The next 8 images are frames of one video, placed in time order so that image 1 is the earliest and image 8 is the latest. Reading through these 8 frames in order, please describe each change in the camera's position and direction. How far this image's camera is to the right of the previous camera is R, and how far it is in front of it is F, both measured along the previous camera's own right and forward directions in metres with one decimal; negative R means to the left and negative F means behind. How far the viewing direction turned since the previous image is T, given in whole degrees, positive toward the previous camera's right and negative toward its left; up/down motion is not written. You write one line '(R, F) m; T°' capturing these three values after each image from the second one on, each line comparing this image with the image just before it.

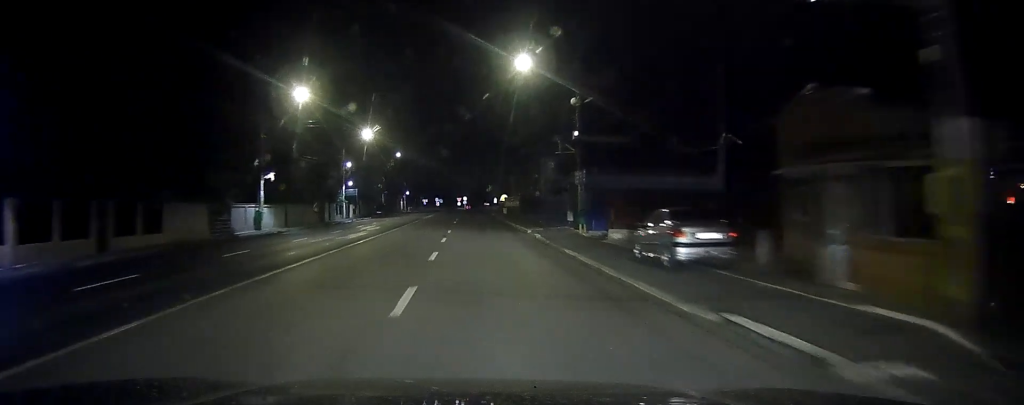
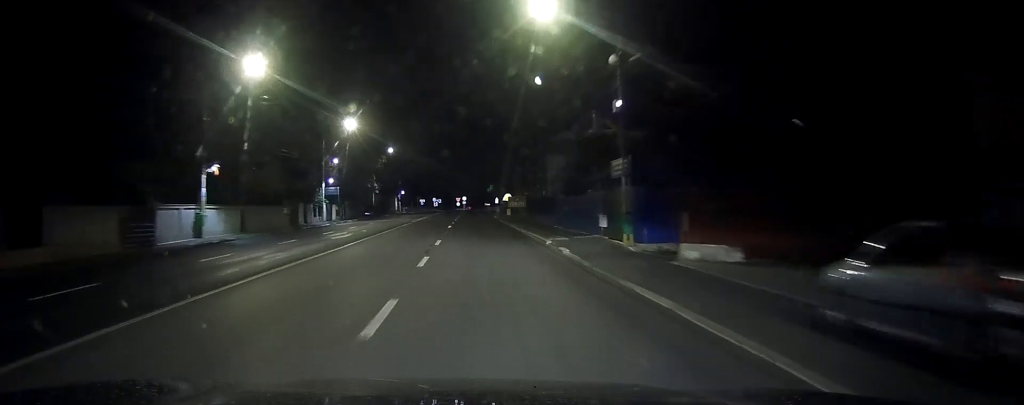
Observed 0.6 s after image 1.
(+0.1, +10.5) m; 0°
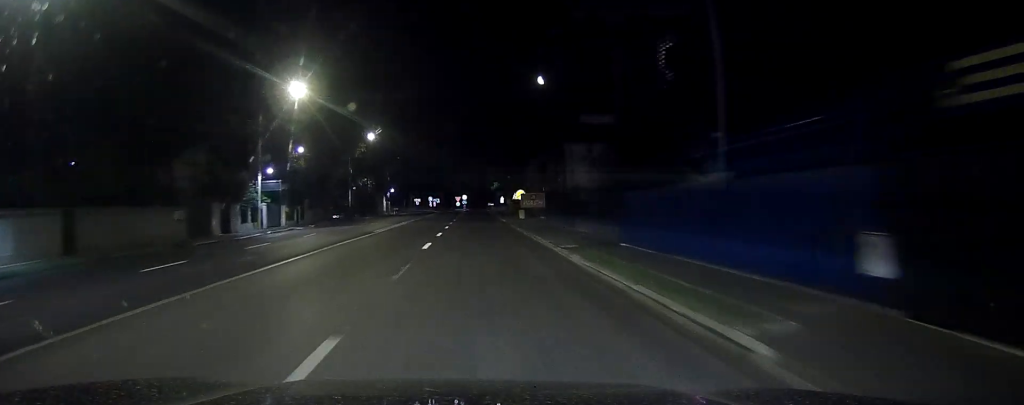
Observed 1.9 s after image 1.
(-0.1, +20.9) m; 0°
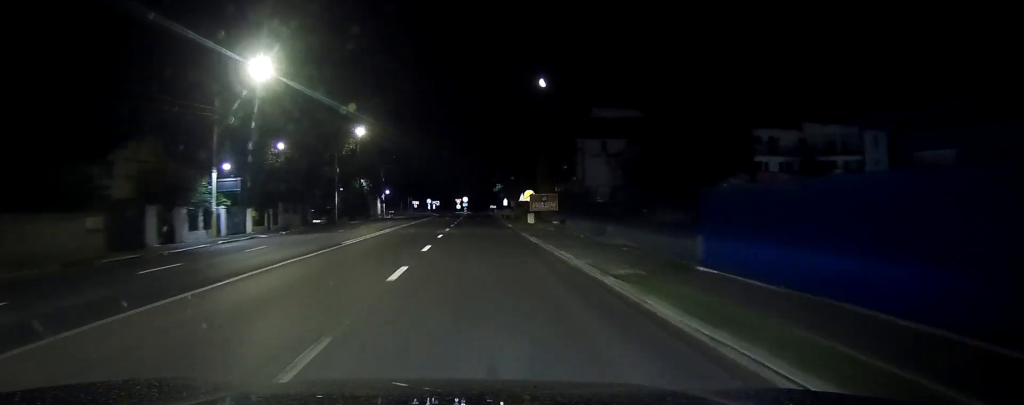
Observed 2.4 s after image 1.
(0.0, +8.8) m; 0°
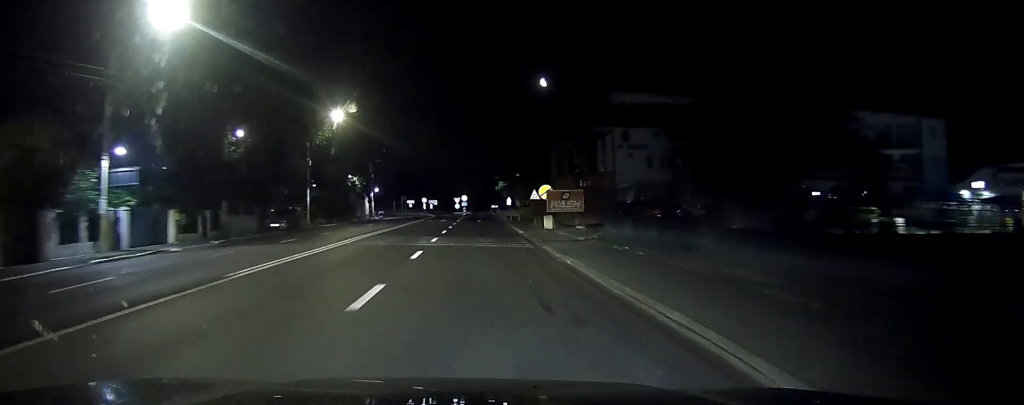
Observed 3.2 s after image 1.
(+0.1, +12.7) m; 0°
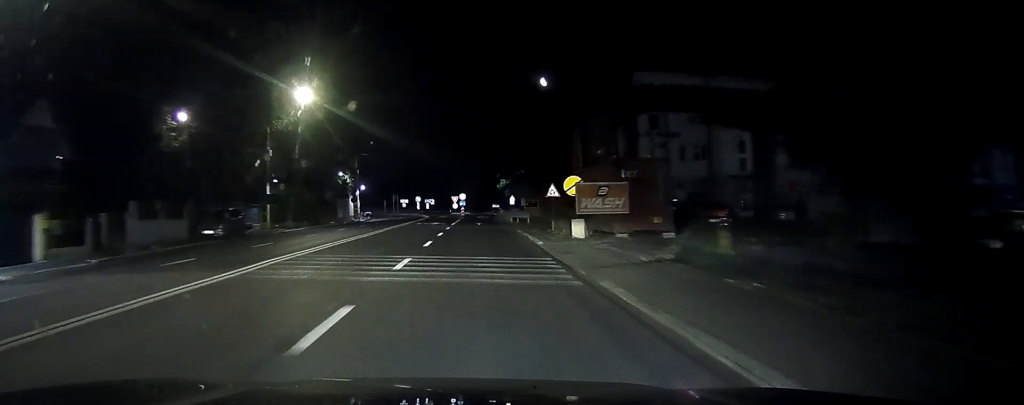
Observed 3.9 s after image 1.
(-0.1, +12.1) m; 0°
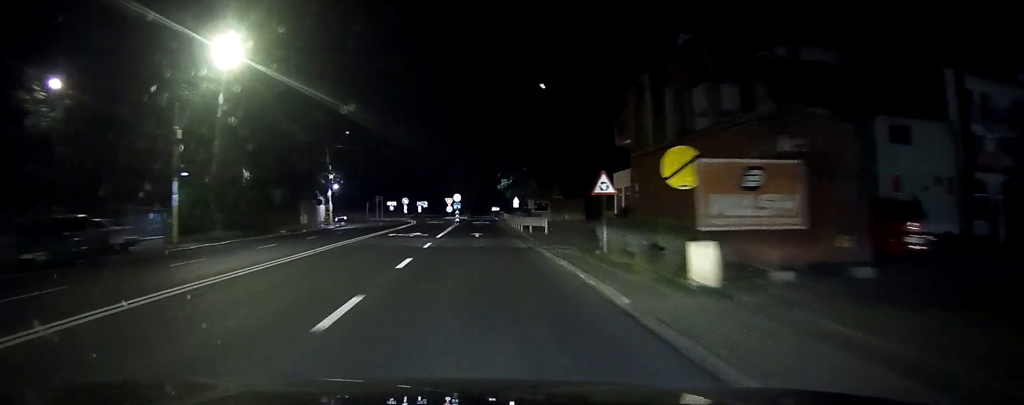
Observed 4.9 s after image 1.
(+0.1, +15.8) m; 0°
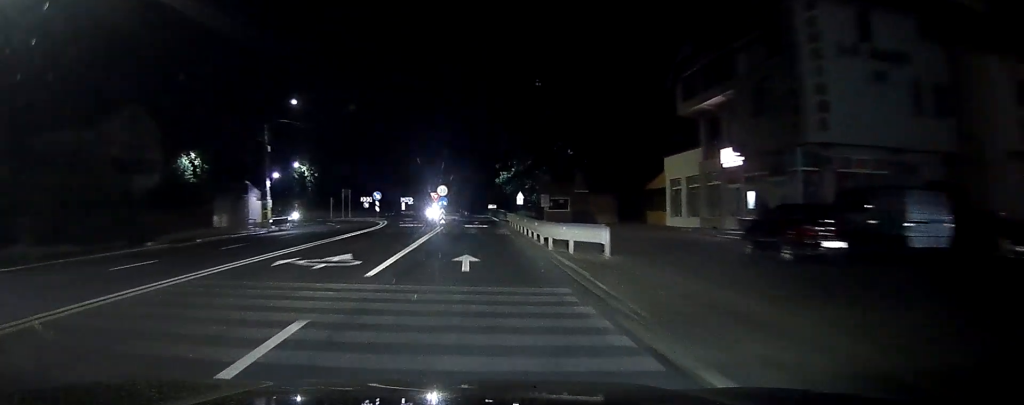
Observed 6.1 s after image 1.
(0.0, +20.2) m; 0°
